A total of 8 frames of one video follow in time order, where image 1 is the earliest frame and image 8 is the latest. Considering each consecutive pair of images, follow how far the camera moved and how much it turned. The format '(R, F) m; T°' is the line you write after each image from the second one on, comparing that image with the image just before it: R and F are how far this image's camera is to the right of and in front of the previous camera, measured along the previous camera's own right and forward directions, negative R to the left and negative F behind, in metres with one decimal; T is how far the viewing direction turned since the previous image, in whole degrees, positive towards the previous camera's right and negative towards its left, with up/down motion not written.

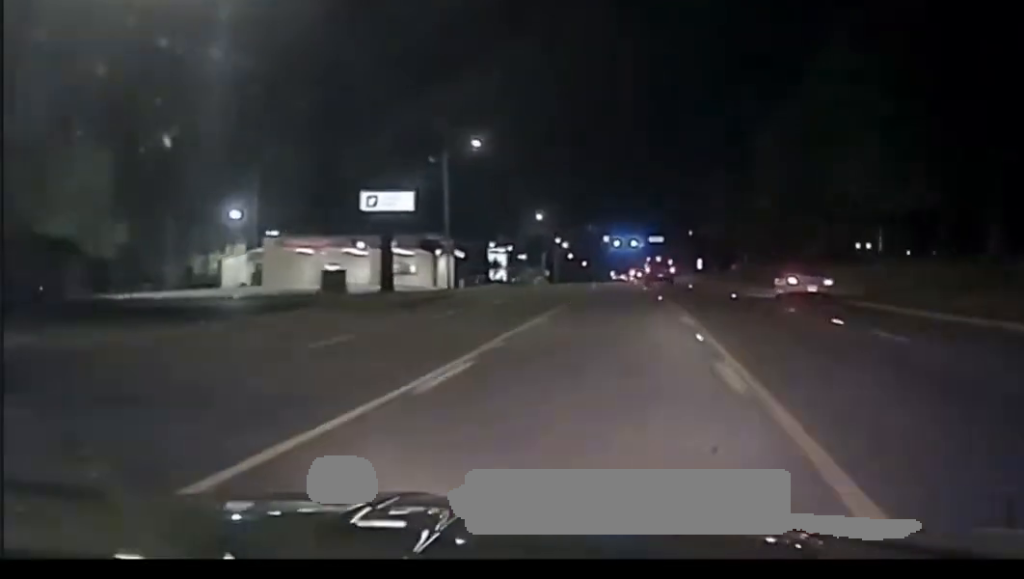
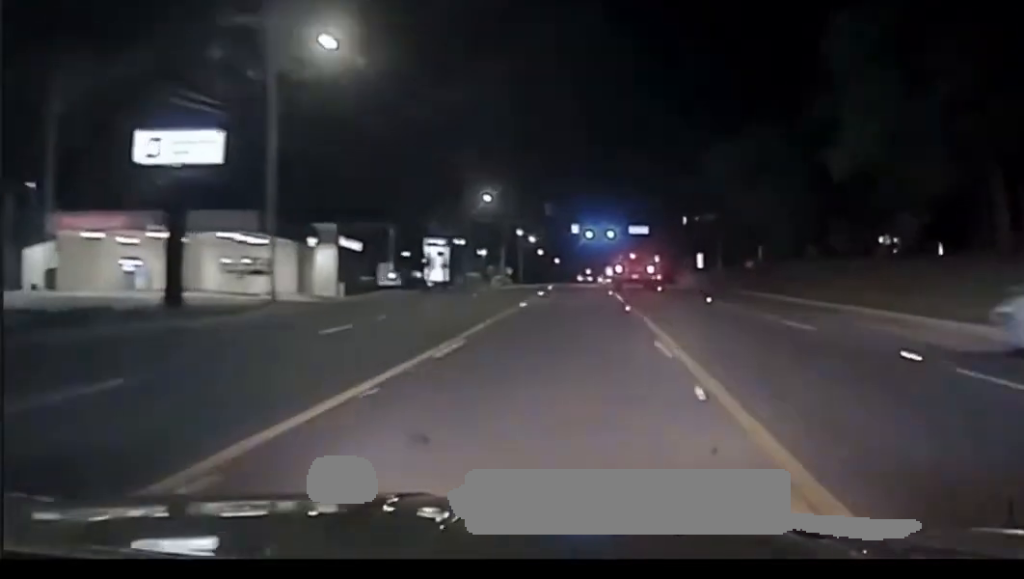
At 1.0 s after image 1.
(+0.5, +36.1) m; +2°
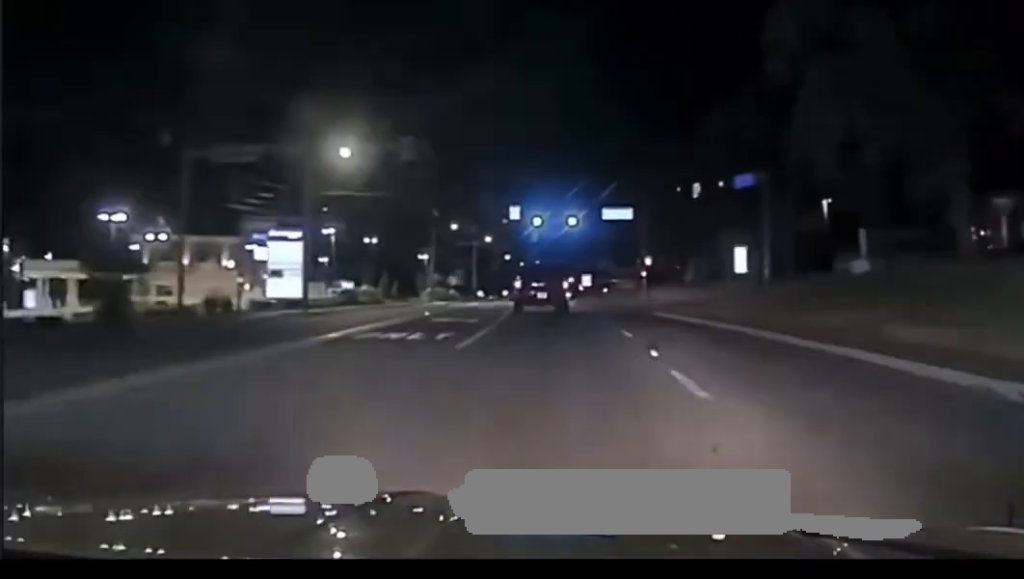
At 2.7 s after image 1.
(+0.5, +52.4) m; 0°
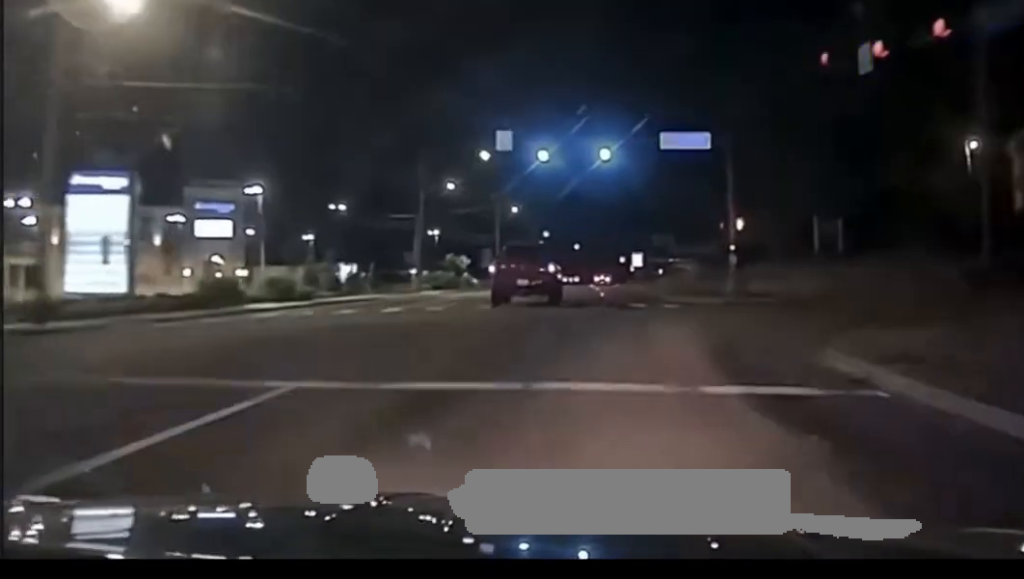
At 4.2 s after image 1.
(-0.1, +28.5) m; +19°
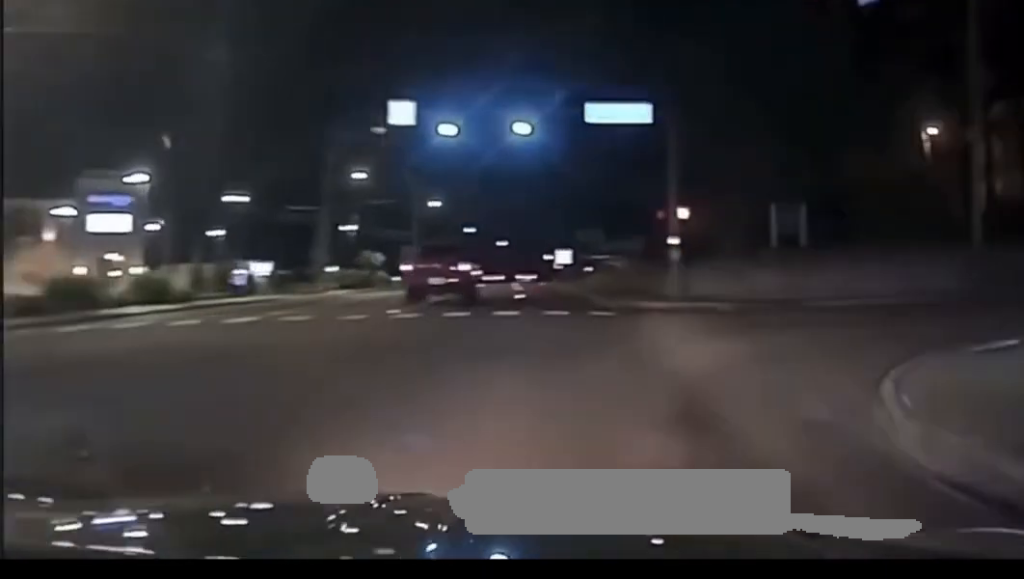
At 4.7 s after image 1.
(+1.9, +5.7) m; +13°
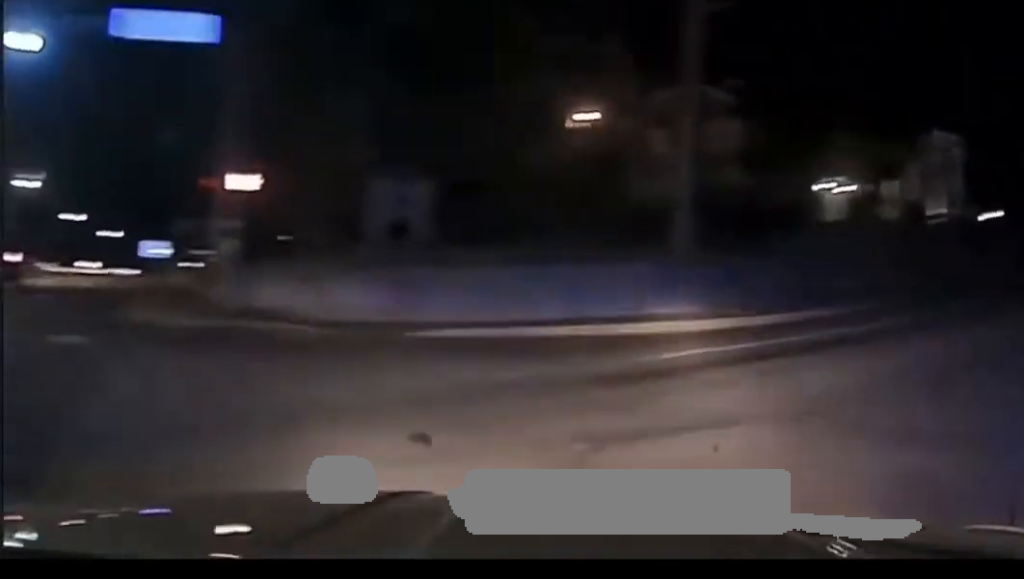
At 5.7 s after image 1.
(+4.0, +13.2) m; +19°
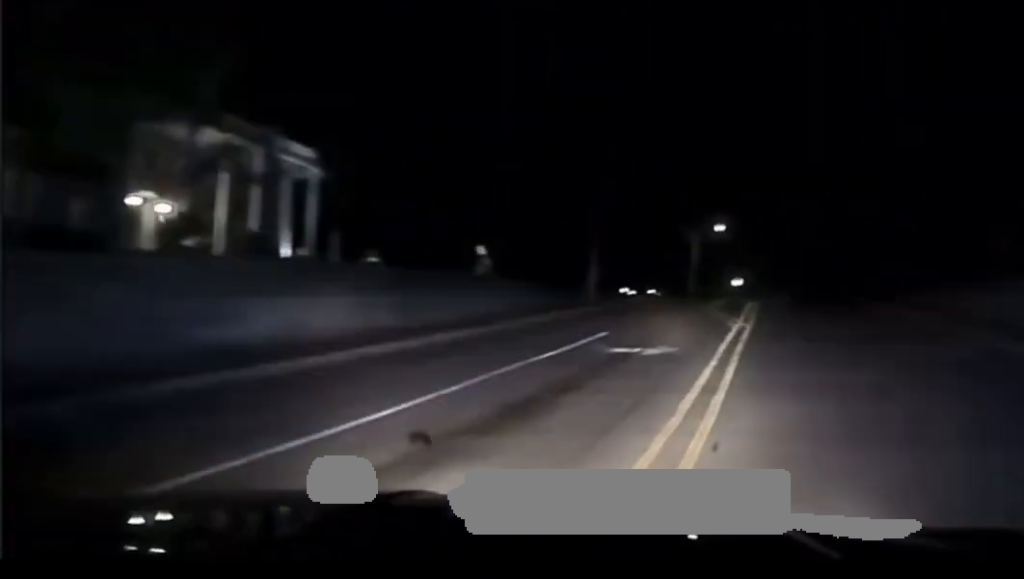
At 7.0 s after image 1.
(+0.7, +20.9) m; +5°
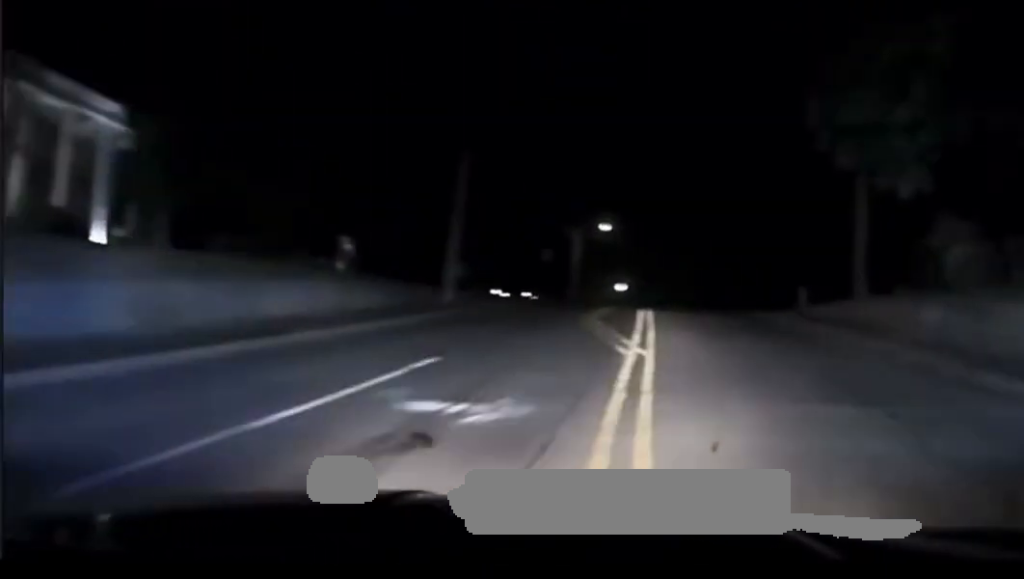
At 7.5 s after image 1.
(+0.1, +8.4) m; +2°
